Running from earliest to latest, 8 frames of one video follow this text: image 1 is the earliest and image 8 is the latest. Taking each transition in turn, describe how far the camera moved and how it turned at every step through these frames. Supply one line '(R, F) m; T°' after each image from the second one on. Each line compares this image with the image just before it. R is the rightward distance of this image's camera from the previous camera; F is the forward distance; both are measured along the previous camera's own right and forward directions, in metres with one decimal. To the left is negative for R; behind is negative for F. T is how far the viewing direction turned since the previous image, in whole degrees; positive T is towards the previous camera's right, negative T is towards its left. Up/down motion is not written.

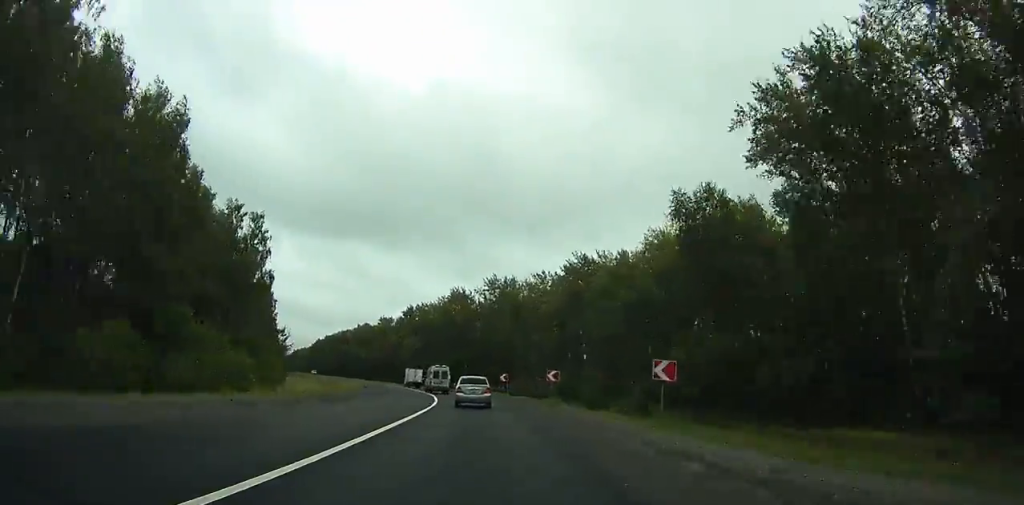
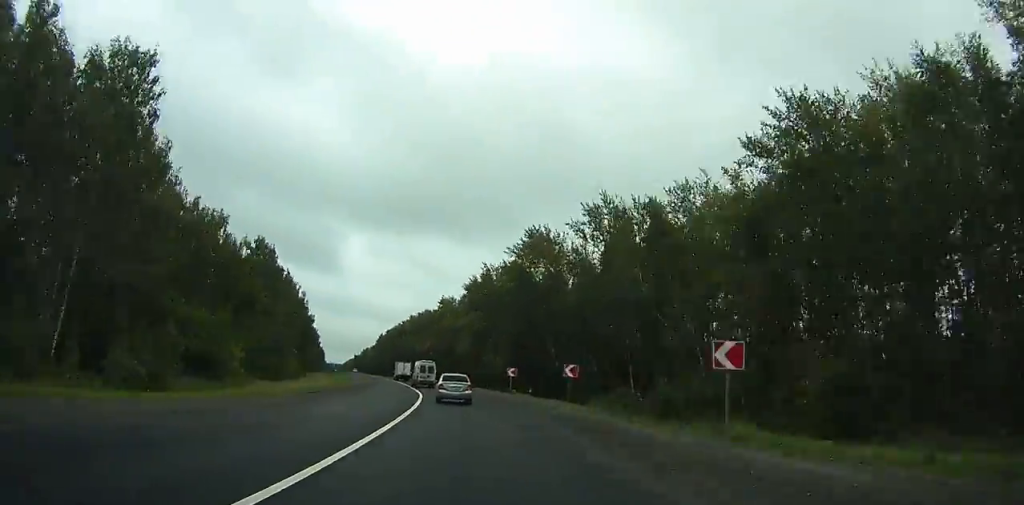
(+0.4, +48.5) m; -5°
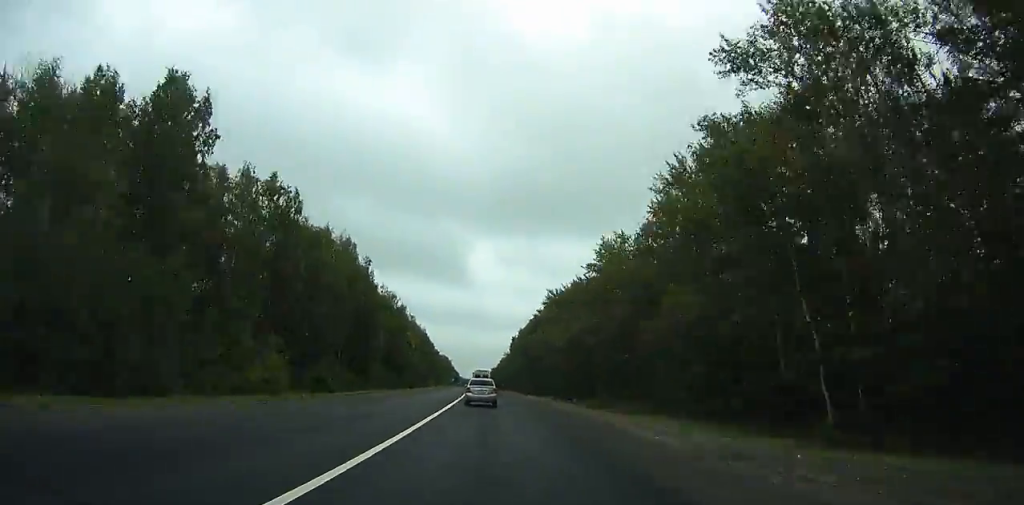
(-7.4, +69.1) m; -11°
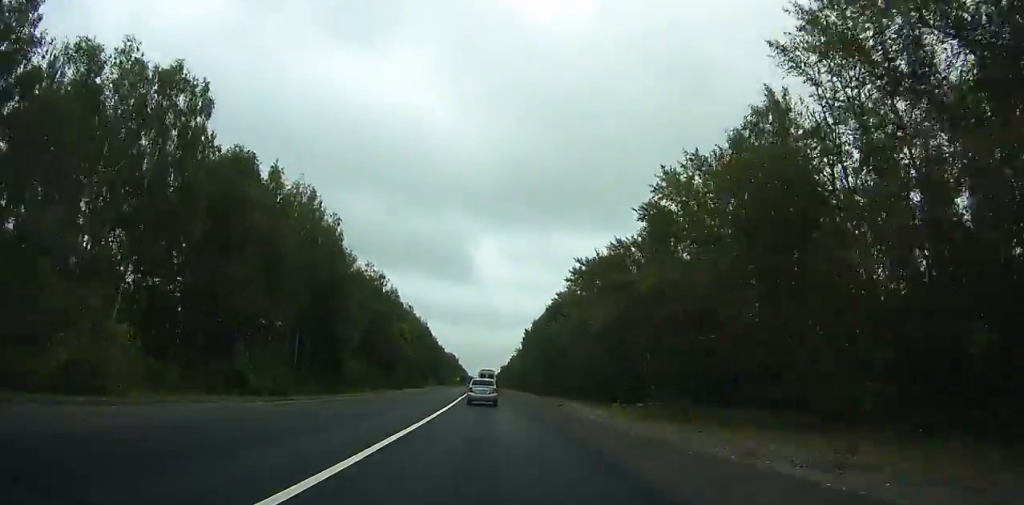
(-1.9, +27.4) m; -2°
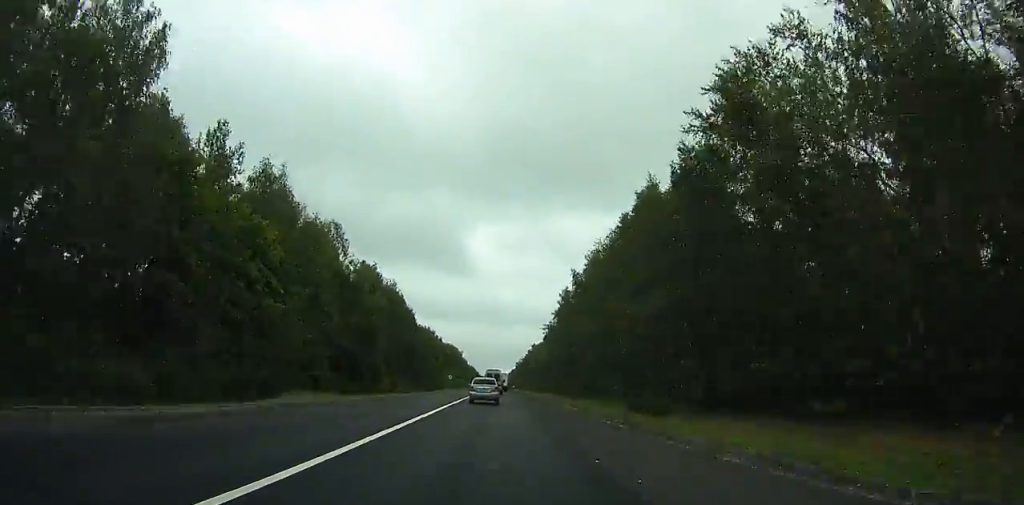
(-3.5, +89.7) m; +3°
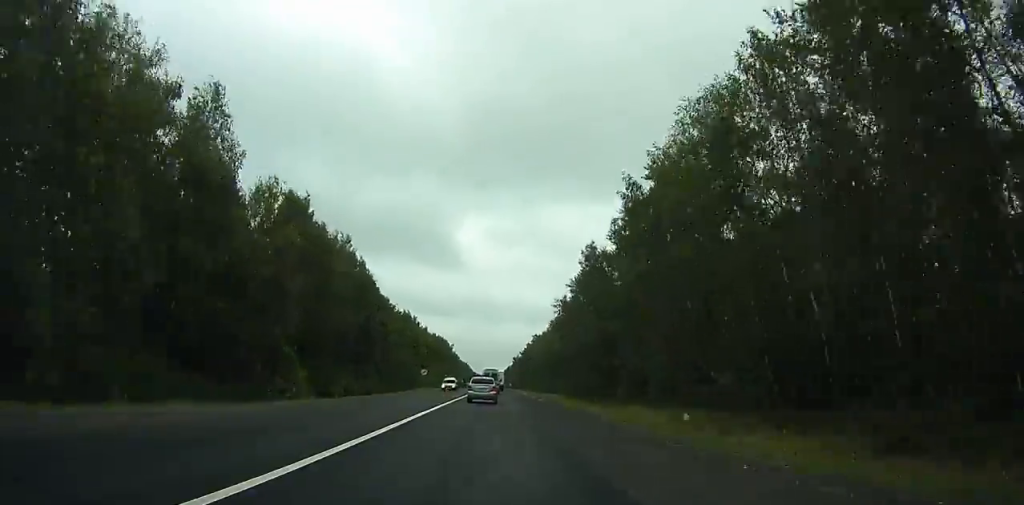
(+3.4, +43.2) m; -4°
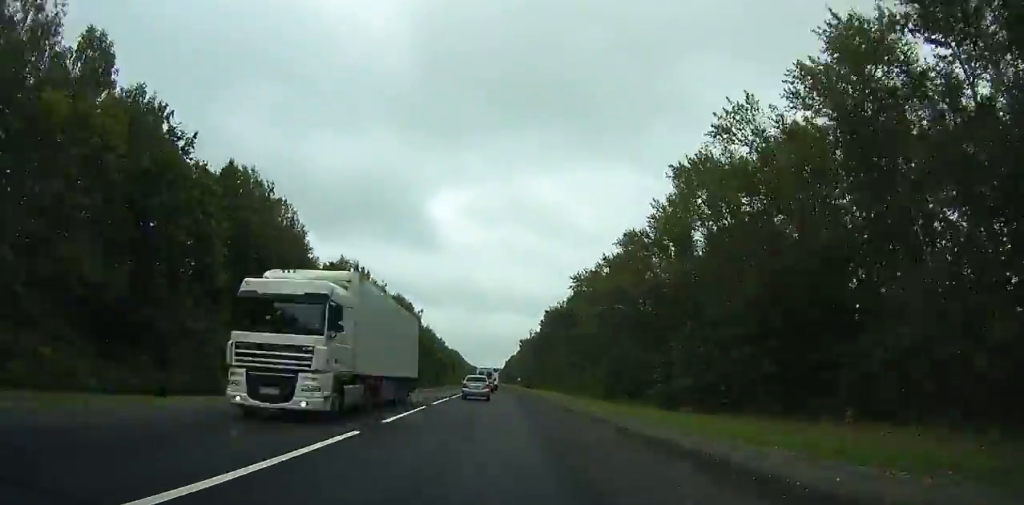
(-17.3, +114.8) m; -9°
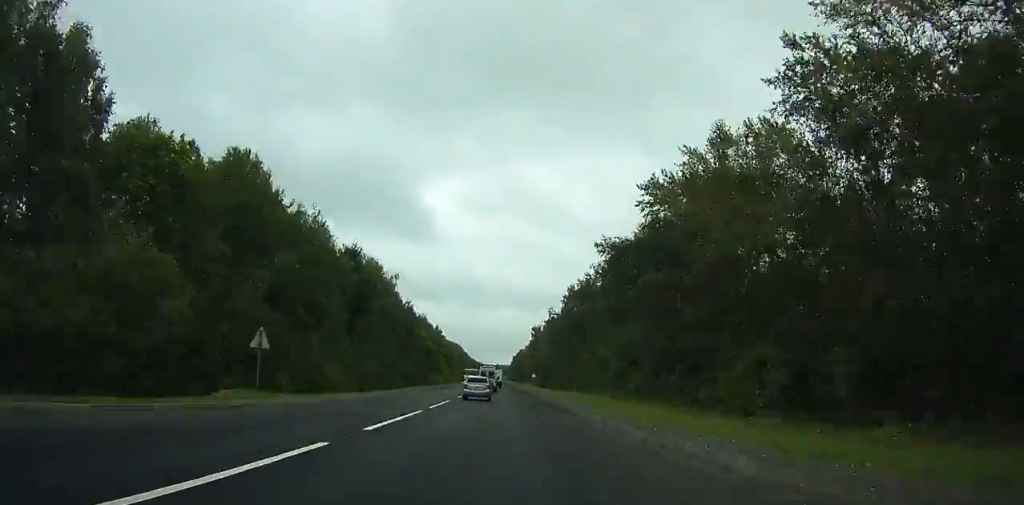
(+4.7, +49.2) m; +6°
